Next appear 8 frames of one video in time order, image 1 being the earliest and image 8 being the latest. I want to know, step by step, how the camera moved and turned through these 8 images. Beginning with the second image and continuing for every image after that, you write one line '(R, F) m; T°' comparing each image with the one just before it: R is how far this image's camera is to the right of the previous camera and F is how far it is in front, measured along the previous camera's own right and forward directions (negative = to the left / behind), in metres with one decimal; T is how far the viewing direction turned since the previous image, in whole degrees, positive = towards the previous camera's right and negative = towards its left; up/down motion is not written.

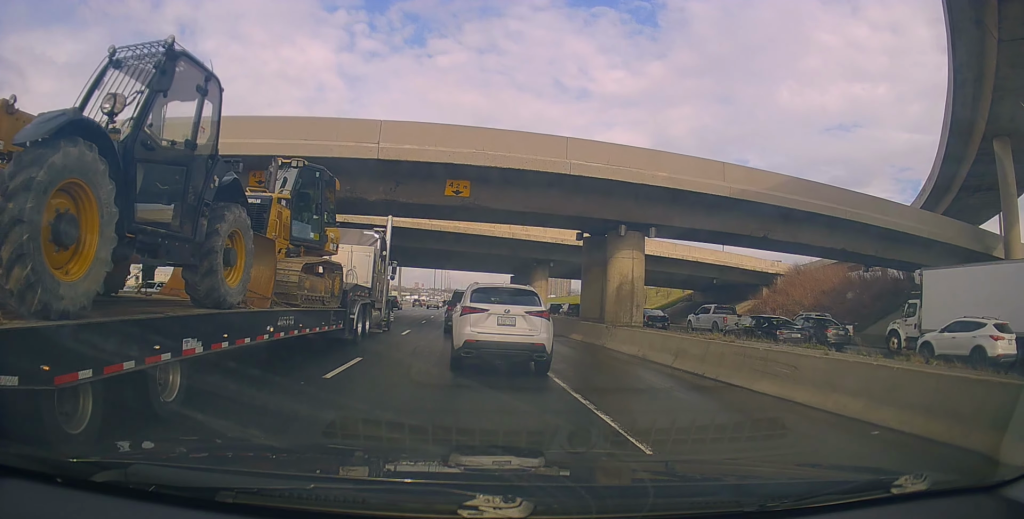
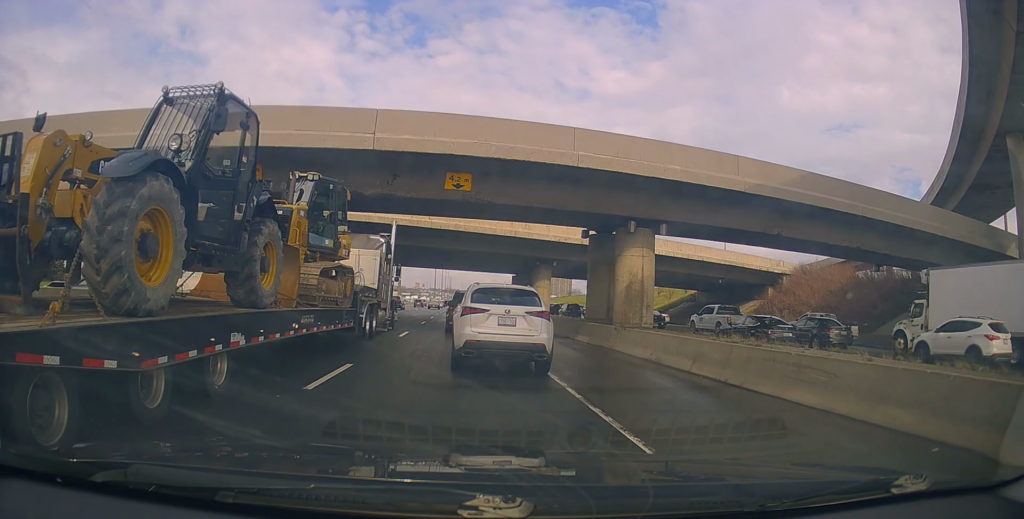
(+0.1, +1.1) m; +2°
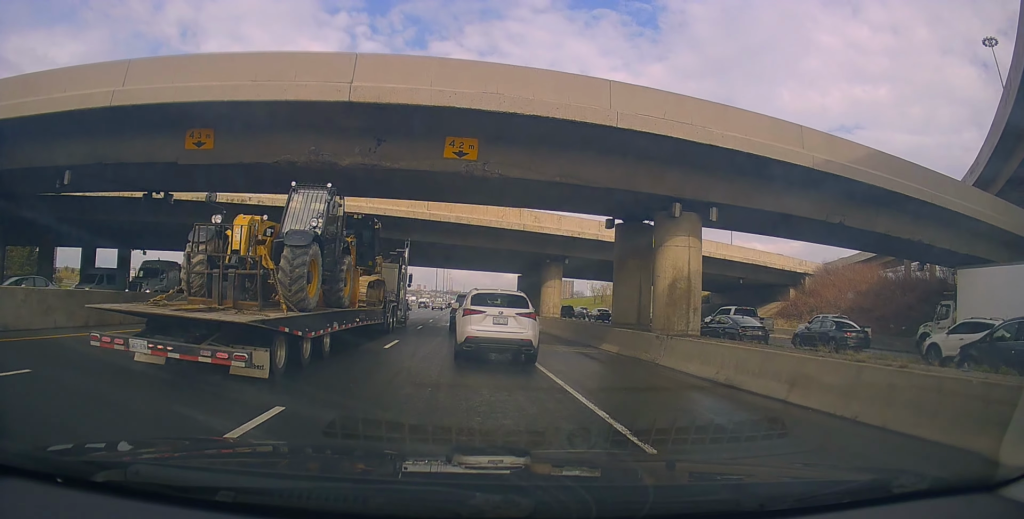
(+0.1, +4.4) m; +1°
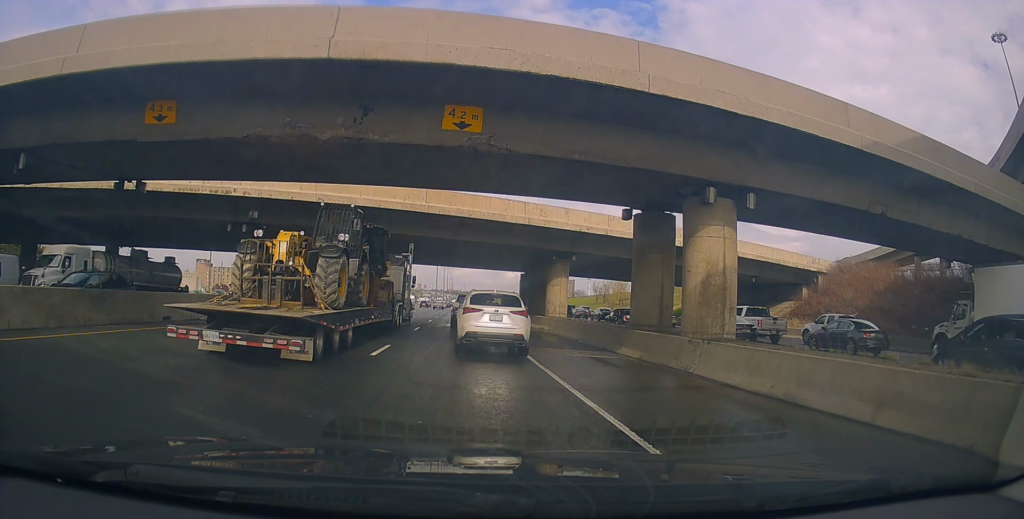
(0.0, +2.5) m; -5°
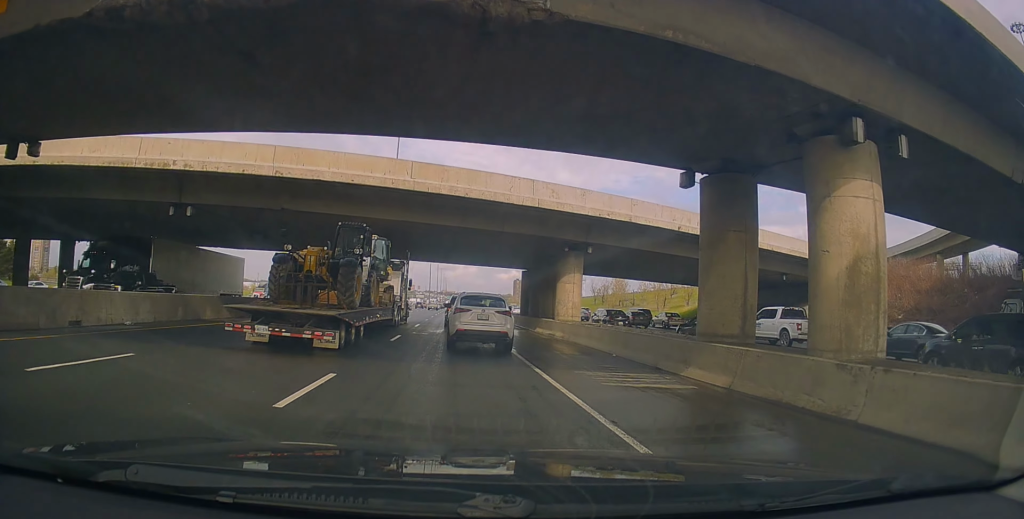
(-0.6, +6.7) m; -5°
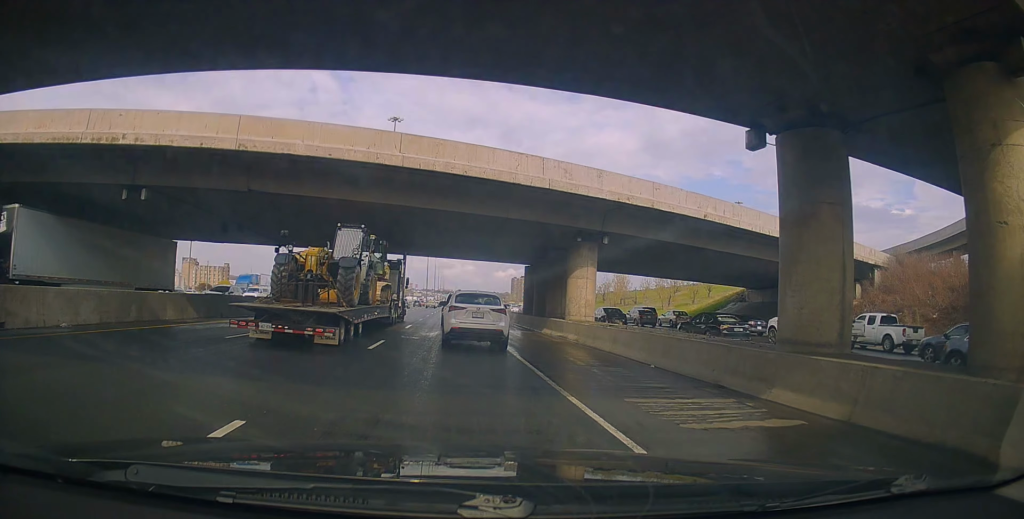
(0.0, +3.9) m; +1°
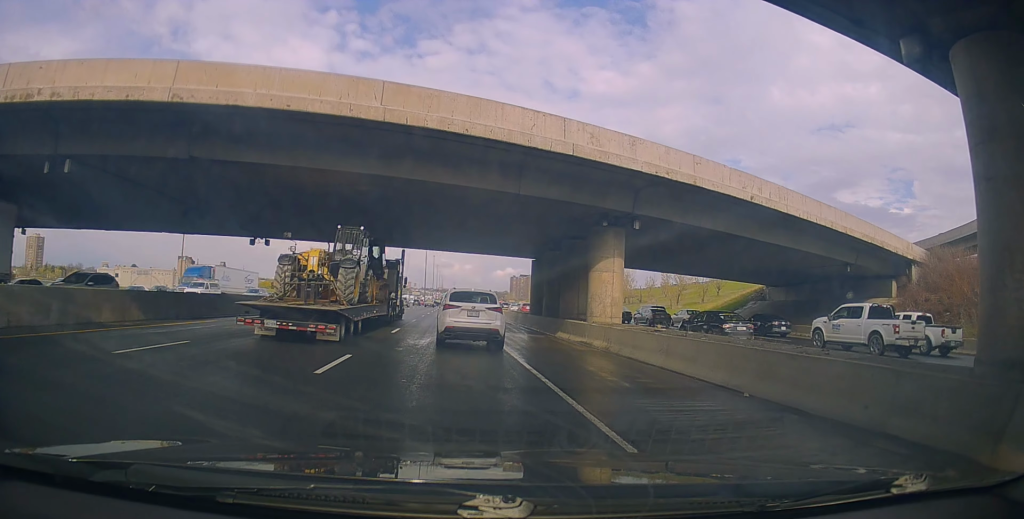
(0.0, +4.8) m; +4°
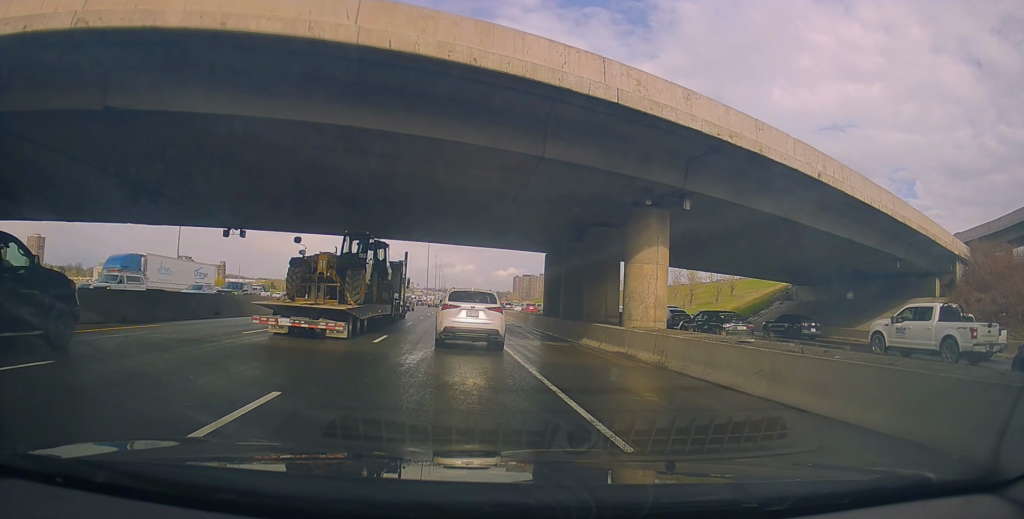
(+0.3, +4.4) m; +5°
